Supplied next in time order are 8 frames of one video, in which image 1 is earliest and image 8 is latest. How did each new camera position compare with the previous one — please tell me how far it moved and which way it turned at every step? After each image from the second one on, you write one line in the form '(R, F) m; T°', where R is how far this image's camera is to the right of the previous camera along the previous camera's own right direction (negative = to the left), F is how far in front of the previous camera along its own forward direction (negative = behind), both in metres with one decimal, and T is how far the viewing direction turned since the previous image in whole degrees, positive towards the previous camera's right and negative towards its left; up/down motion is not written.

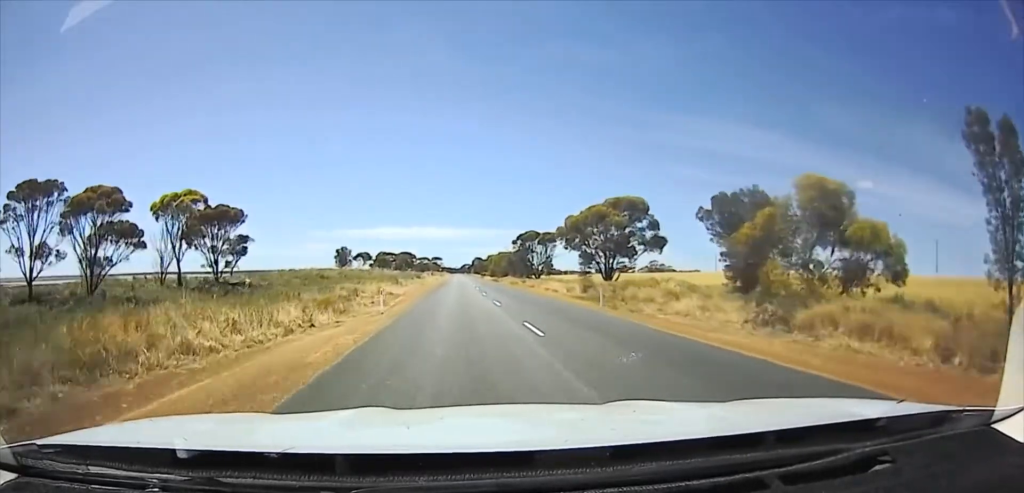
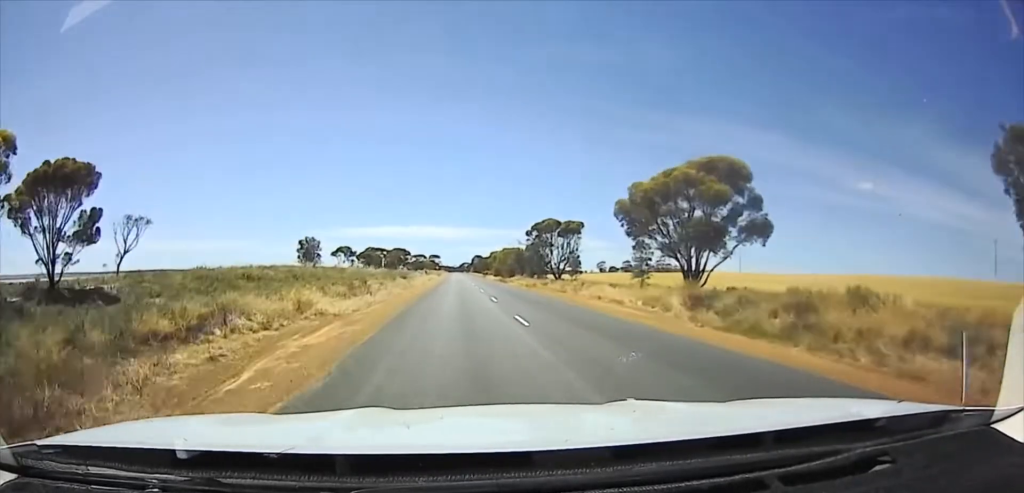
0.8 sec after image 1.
(0.0, +16.3) m; 0°
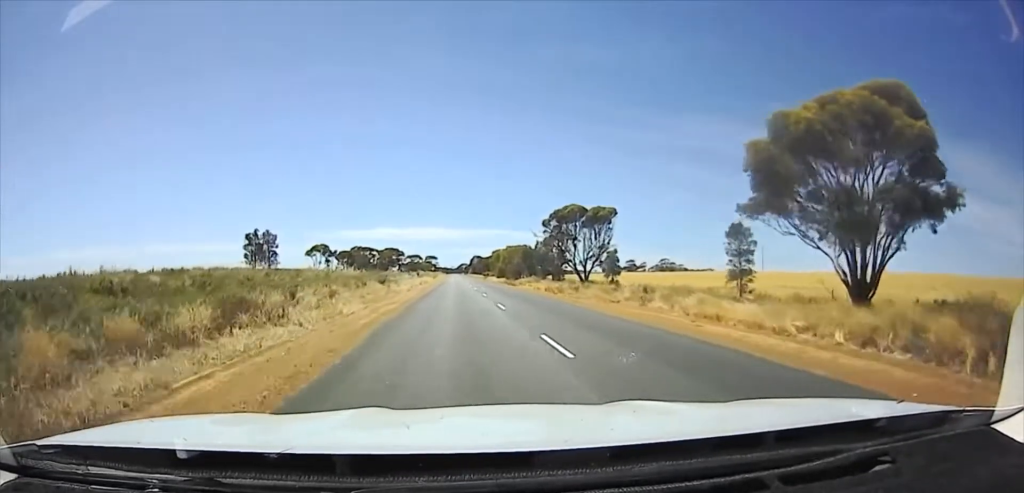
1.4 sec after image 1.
(0.0, +16.3) m; 0°
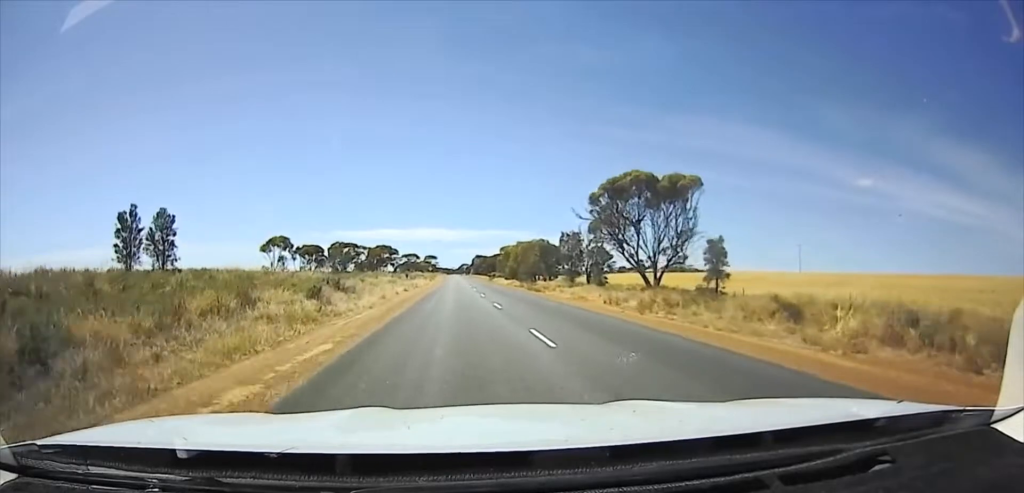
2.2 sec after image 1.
(0.0, +23.0) m; 0°
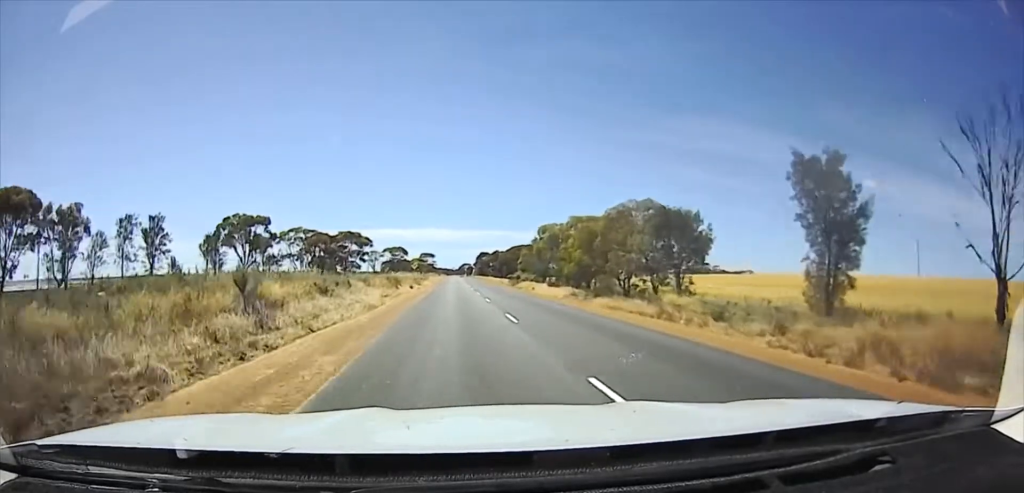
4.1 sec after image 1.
(0.0, +65.2) m; 0°
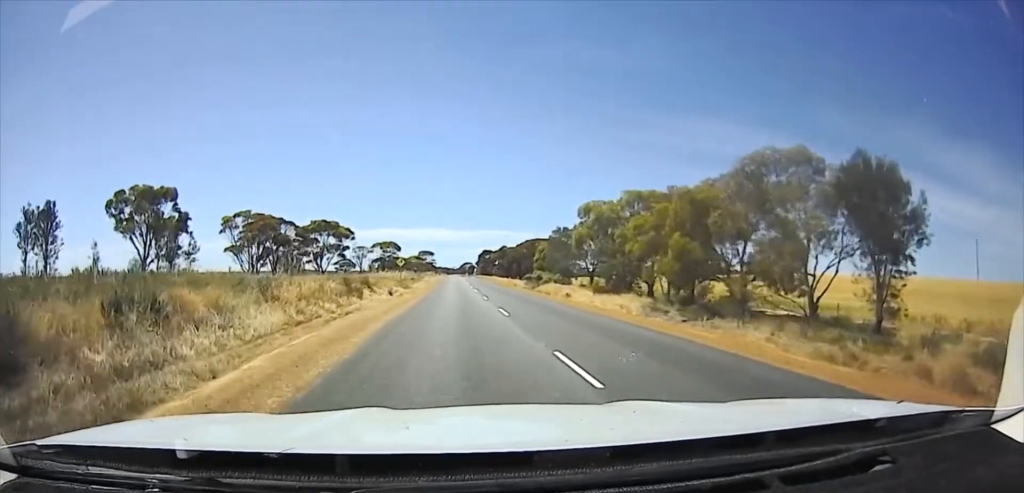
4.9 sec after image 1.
(0.0, +28.5) m; 0°
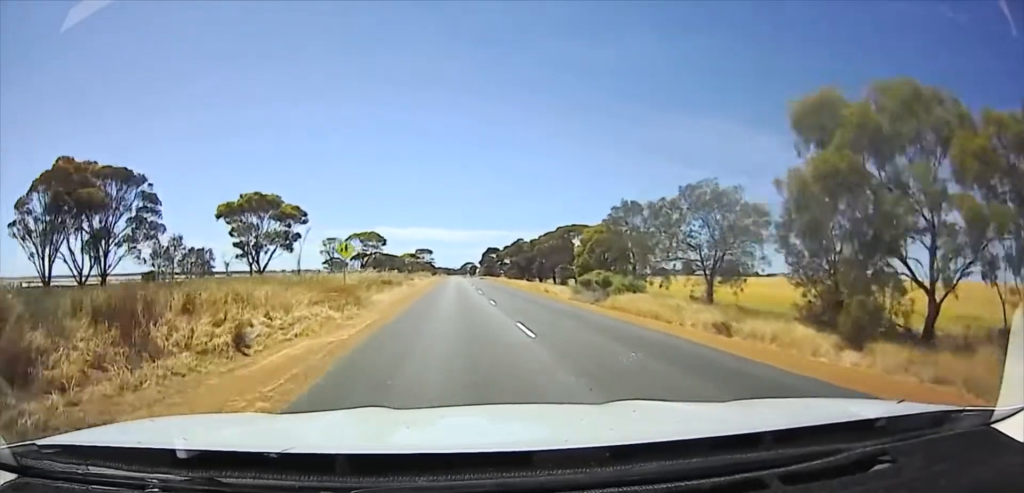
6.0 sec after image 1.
(0.0, +39.5) m; 0°
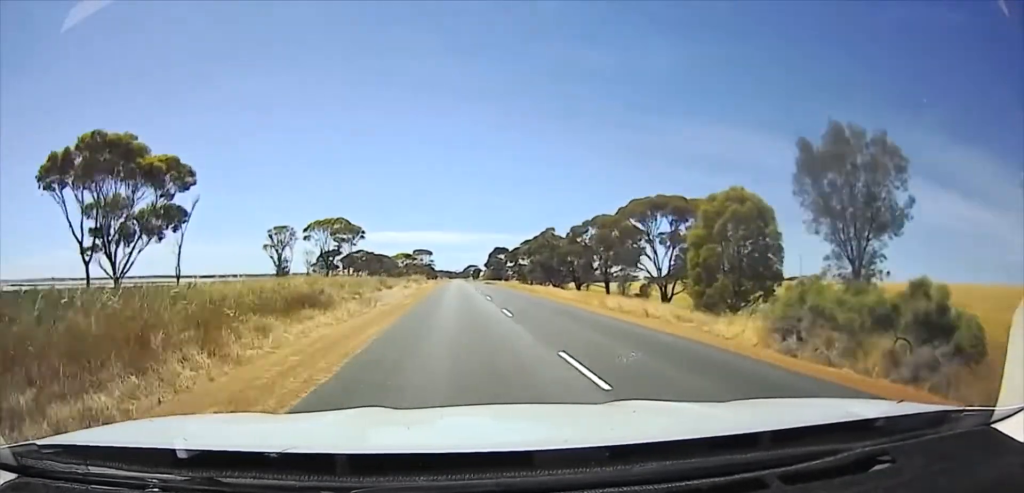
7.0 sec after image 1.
(0.0, +33.9) m; 0°
